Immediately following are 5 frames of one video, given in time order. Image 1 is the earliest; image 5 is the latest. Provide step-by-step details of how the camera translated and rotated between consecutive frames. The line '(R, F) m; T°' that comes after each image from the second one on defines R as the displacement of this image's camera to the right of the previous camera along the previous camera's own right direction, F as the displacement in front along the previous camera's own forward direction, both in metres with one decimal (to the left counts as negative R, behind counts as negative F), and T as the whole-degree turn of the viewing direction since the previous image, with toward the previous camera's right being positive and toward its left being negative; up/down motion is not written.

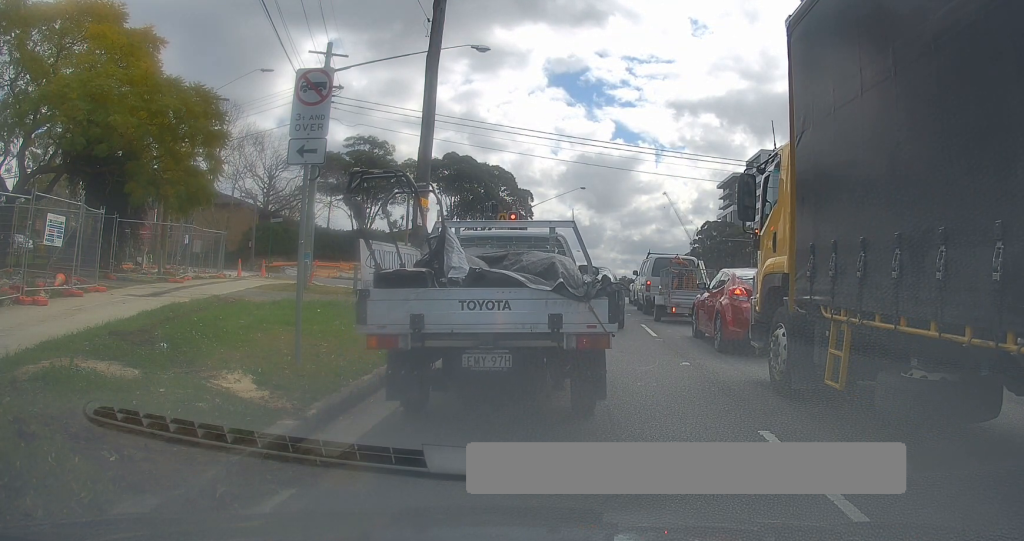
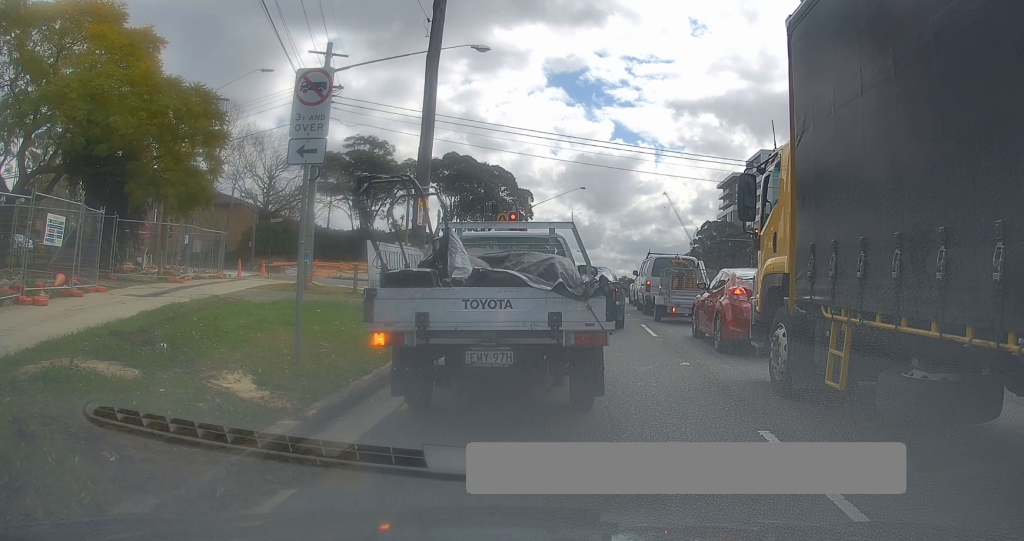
(0.0, 0.0) m; 0°
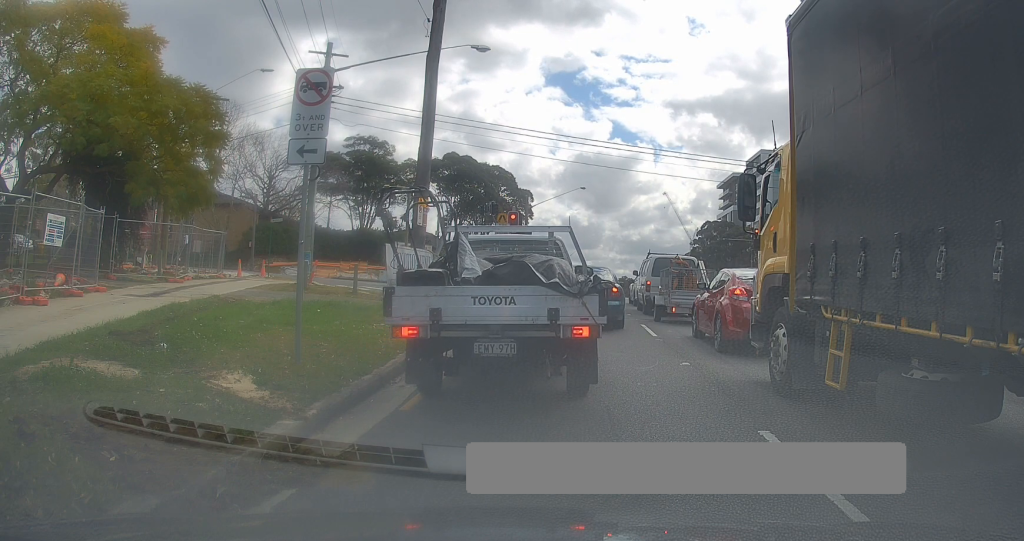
(0.0, 0.0) m; 0°
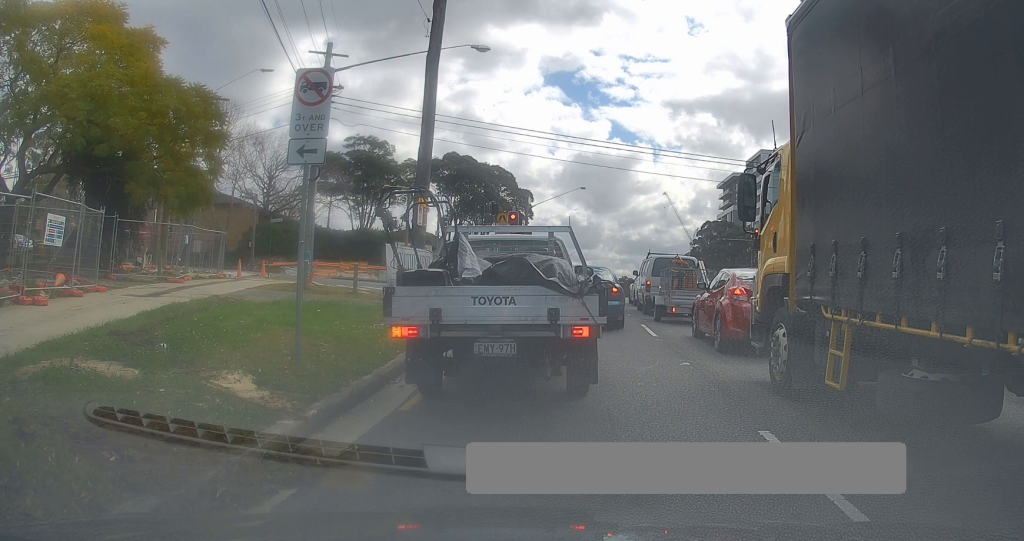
(0.0, 0.0) m; 0°
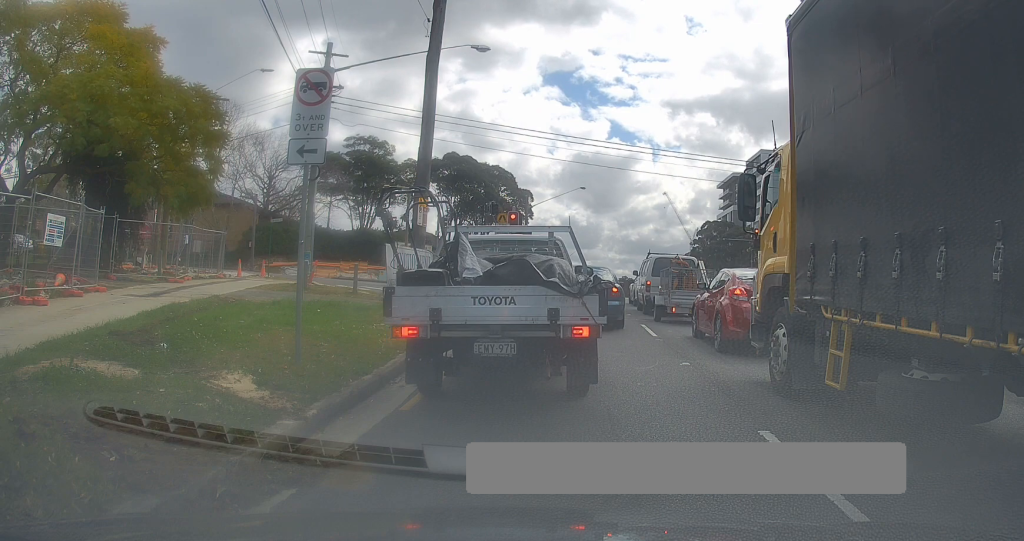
(0.0, 0.0) m; 0°
